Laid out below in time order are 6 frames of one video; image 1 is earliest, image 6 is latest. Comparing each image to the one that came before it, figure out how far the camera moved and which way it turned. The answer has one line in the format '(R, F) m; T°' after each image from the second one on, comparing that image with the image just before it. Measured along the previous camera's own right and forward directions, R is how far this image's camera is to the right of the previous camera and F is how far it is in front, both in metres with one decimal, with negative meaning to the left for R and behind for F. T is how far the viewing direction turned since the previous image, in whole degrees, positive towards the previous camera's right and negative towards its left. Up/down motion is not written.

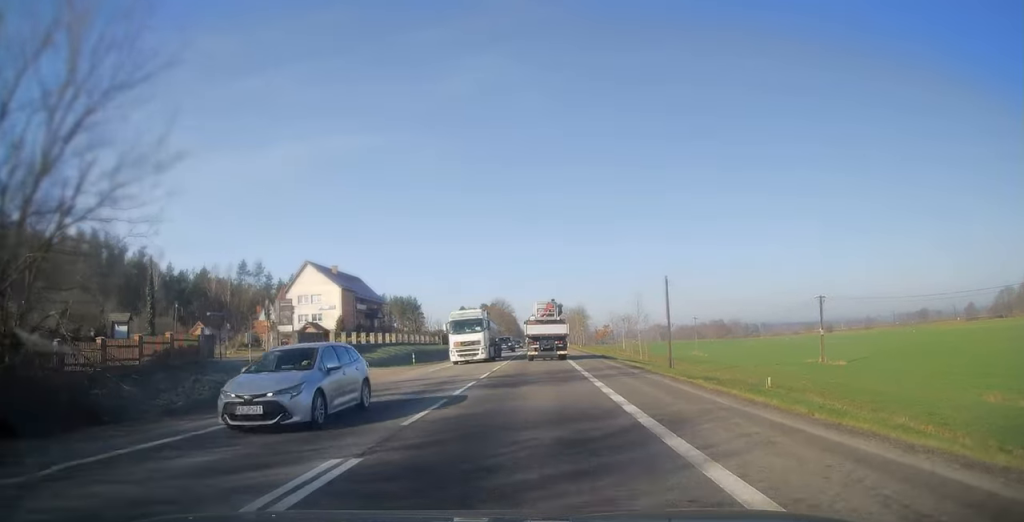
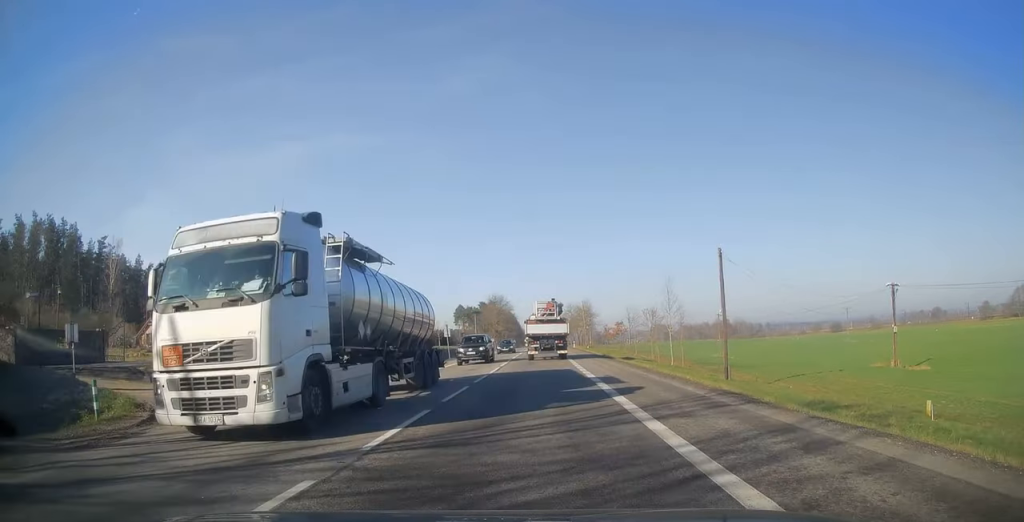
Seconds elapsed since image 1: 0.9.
(-0.3, +14.2) m; 0°
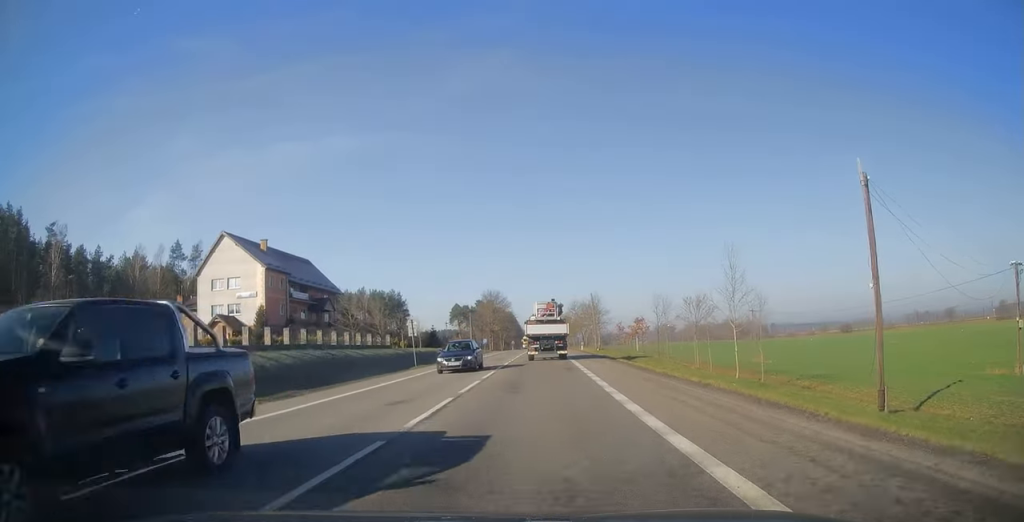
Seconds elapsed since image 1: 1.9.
(+0.2, +15.8) m; +1°
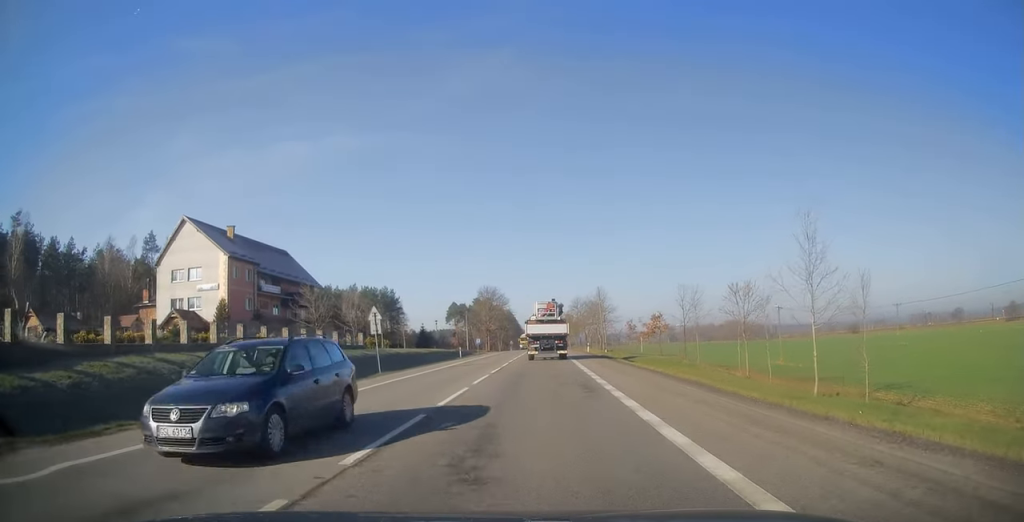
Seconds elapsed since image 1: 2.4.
(+0.1, +9.5) m; 0°
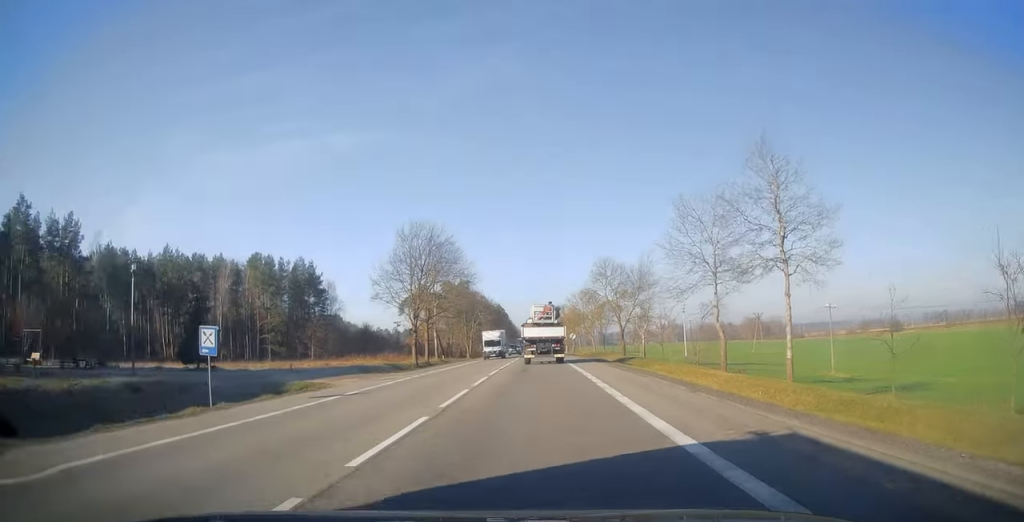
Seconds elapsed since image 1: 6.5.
(-0.2, +66.6) m; 0°
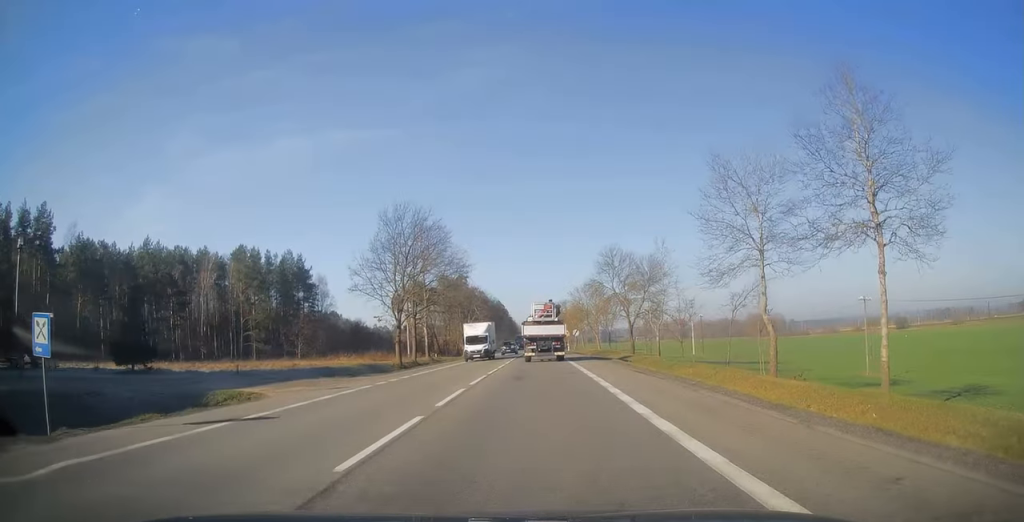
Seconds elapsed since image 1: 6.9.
(+0.1, +6.5) m; -1°
